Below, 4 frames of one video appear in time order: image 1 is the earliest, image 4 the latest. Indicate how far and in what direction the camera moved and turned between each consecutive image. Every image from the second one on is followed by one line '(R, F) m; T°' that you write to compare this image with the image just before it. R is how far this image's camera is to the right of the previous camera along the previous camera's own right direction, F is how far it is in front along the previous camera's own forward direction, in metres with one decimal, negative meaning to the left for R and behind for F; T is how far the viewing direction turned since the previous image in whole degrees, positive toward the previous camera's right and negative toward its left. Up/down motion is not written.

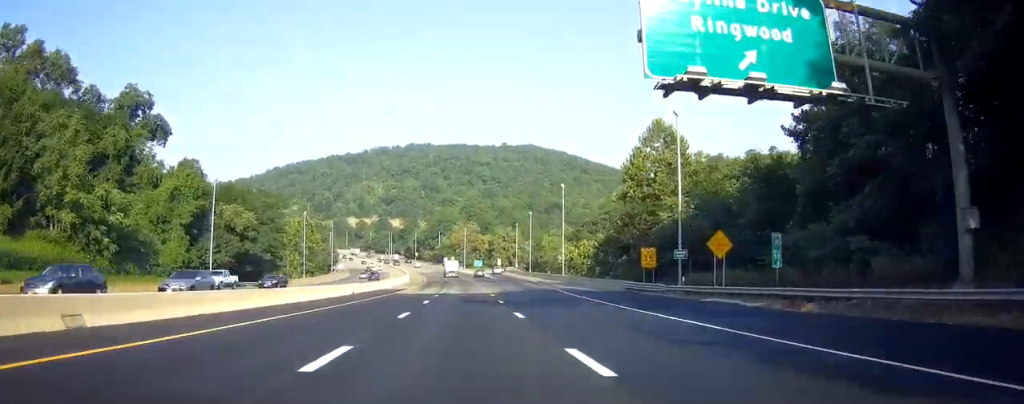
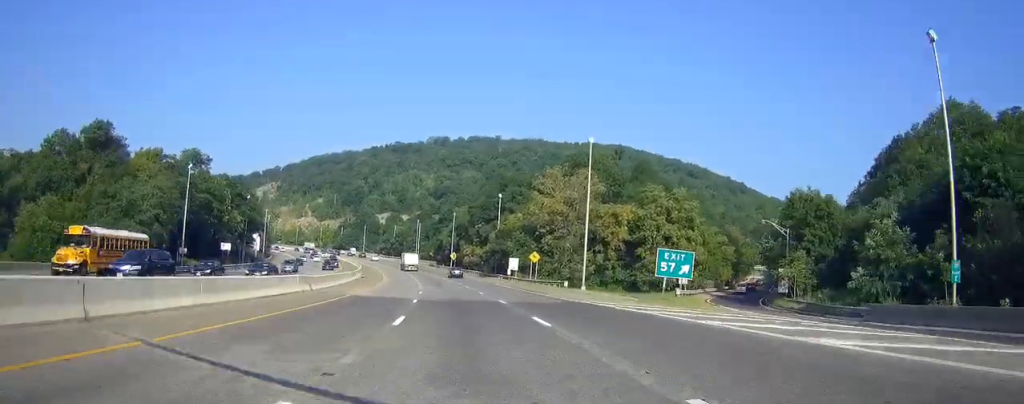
(-4.7, +151.8) m; -4°
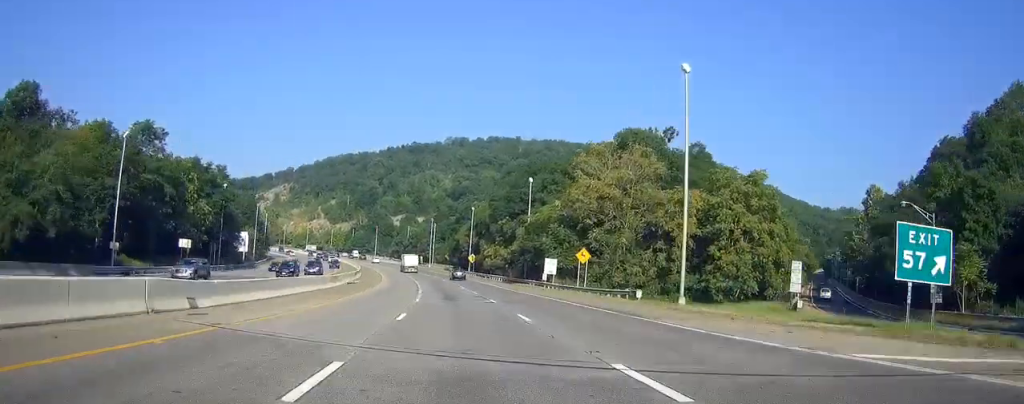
(0.0, +21.4) m; 0°
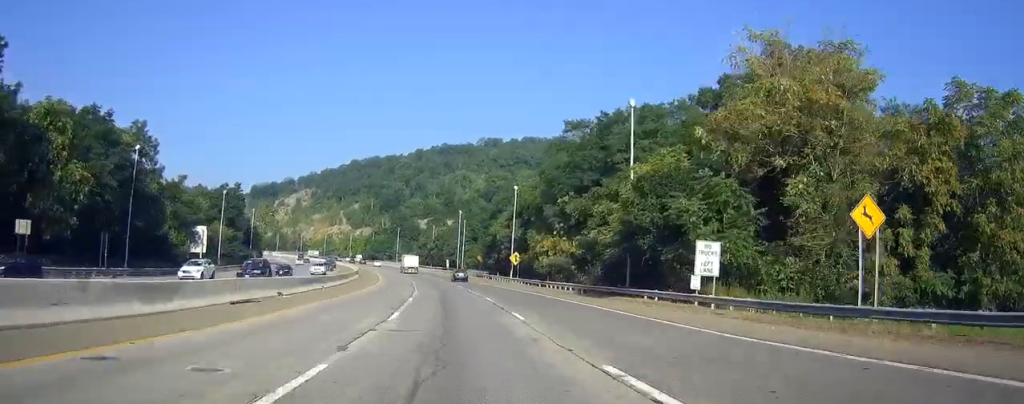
(0.0, +38.3) m; -3°
